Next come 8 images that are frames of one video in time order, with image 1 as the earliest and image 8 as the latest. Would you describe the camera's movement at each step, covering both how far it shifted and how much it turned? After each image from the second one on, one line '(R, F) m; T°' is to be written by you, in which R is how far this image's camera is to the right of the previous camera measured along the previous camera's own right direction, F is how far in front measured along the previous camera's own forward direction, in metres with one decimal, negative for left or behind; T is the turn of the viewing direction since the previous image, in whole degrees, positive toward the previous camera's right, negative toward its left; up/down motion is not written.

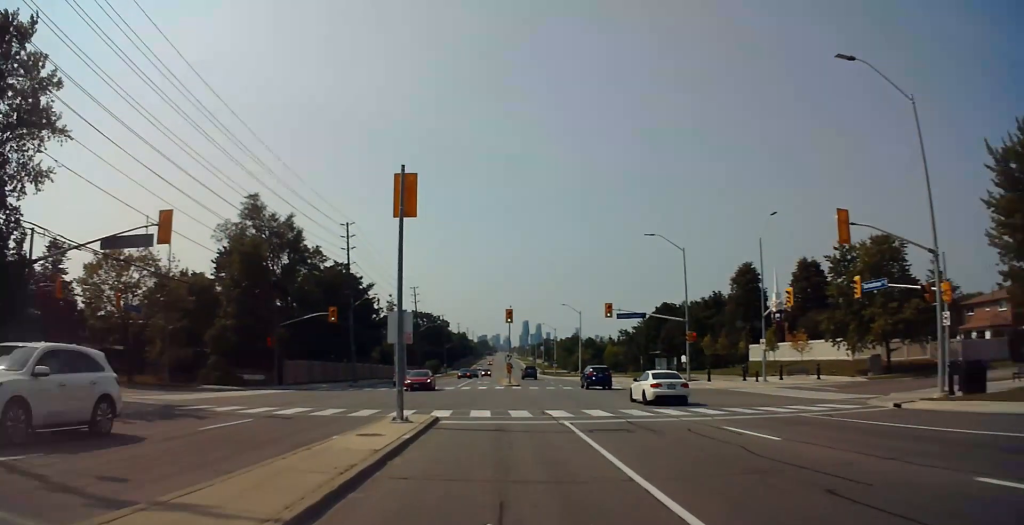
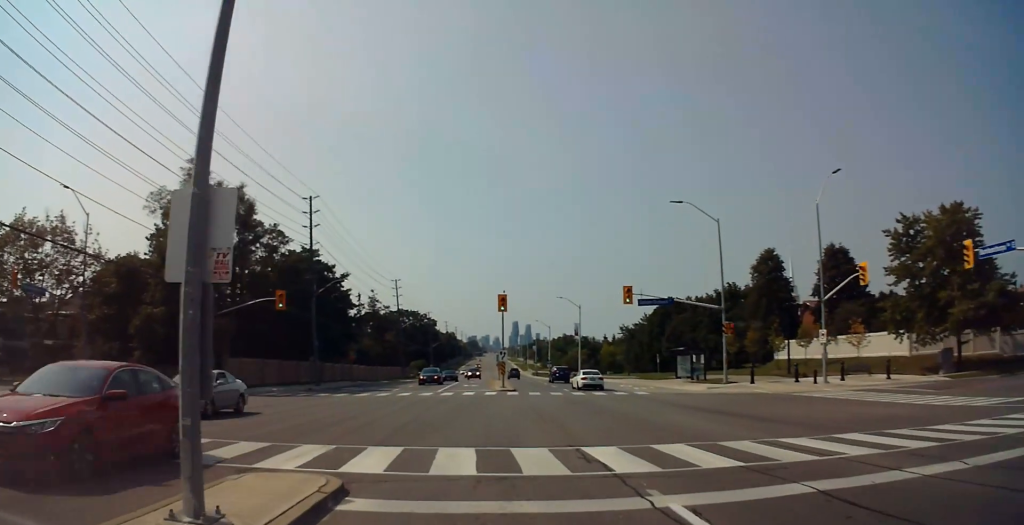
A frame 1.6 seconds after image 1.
(-0.1, +14.2) m; +1°
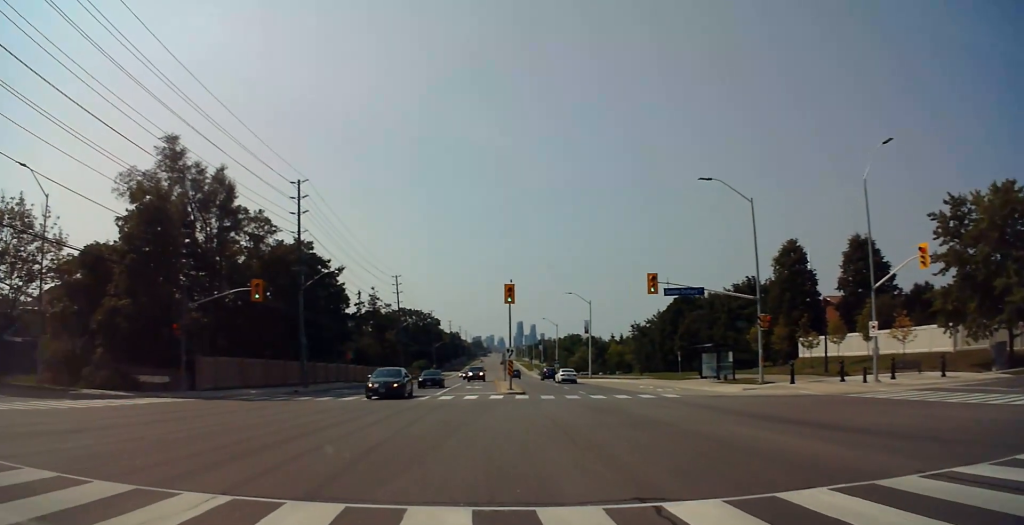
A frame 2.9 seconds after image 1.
(-0.1, +7.6) m; +1°
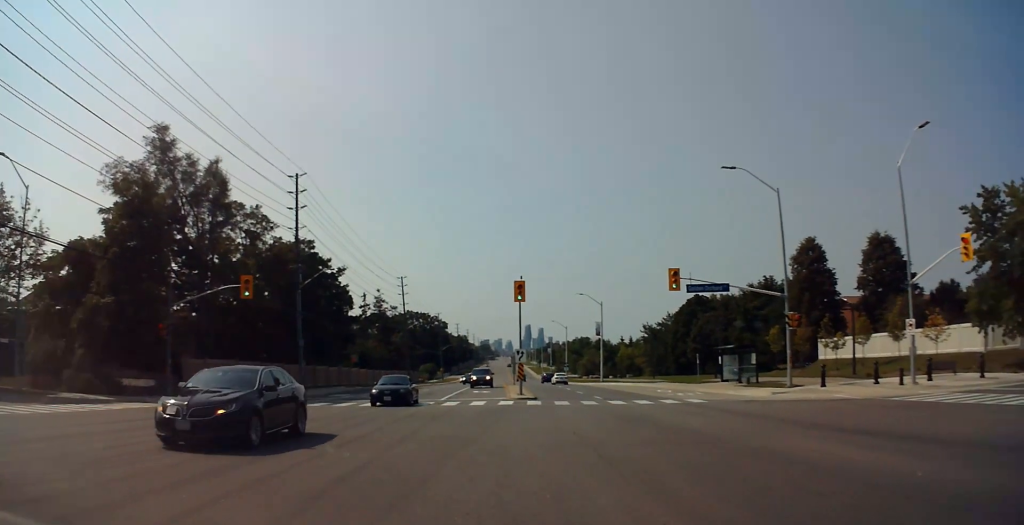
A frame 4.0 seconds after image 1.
(+0.3, +4.2) m; +2°
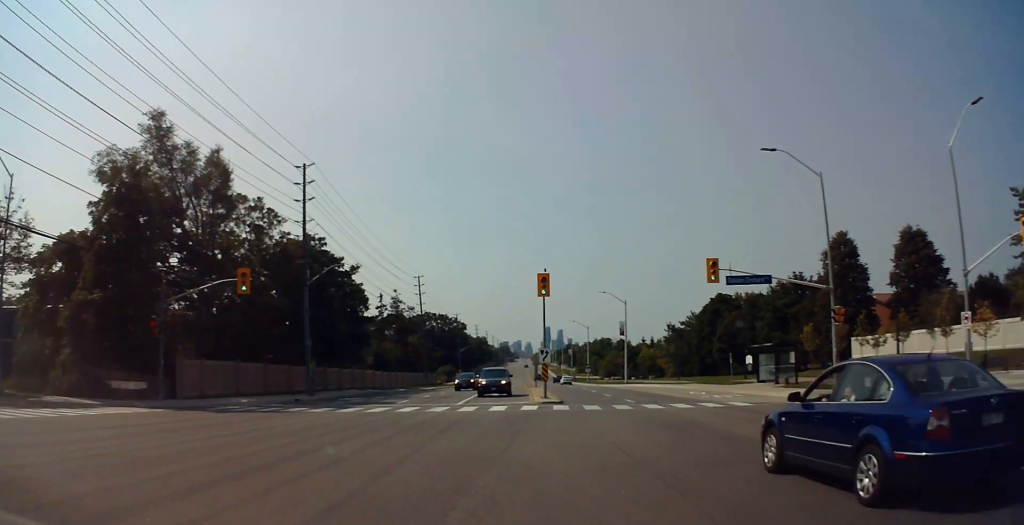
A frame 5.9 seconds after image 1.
(-0.4, +4.4) m; -5°
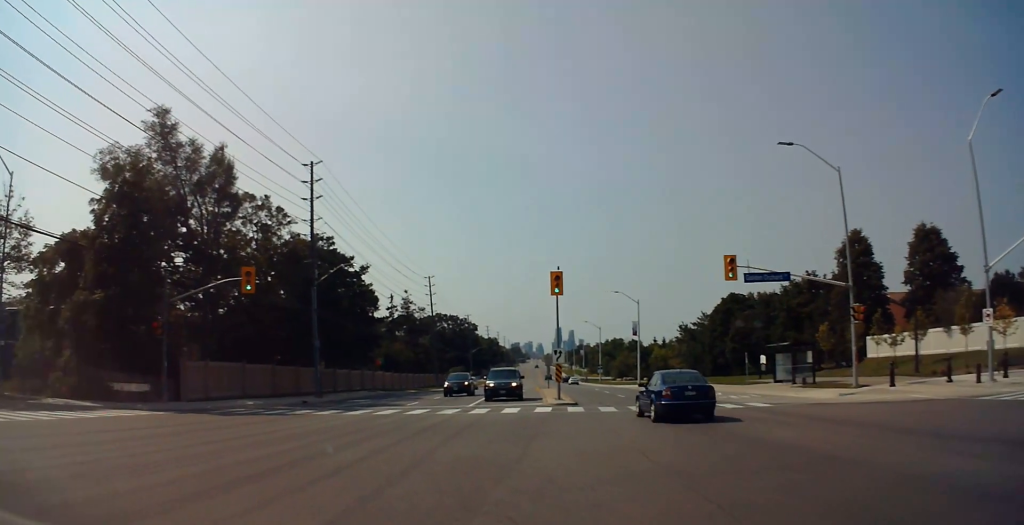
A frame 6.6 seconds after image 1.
(0.0, +1.1) m; 0°
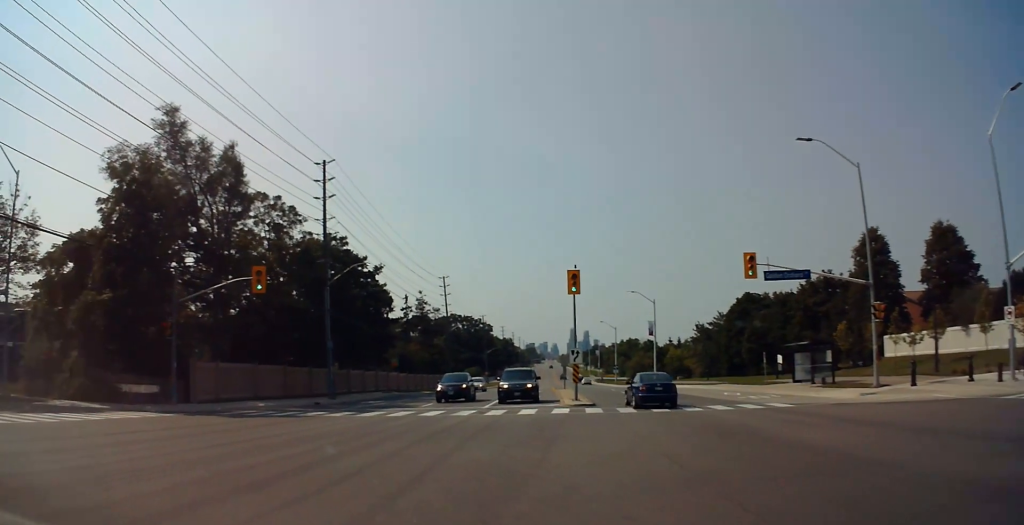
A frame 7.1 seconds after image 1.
(0.0, +0.6) m; 0°
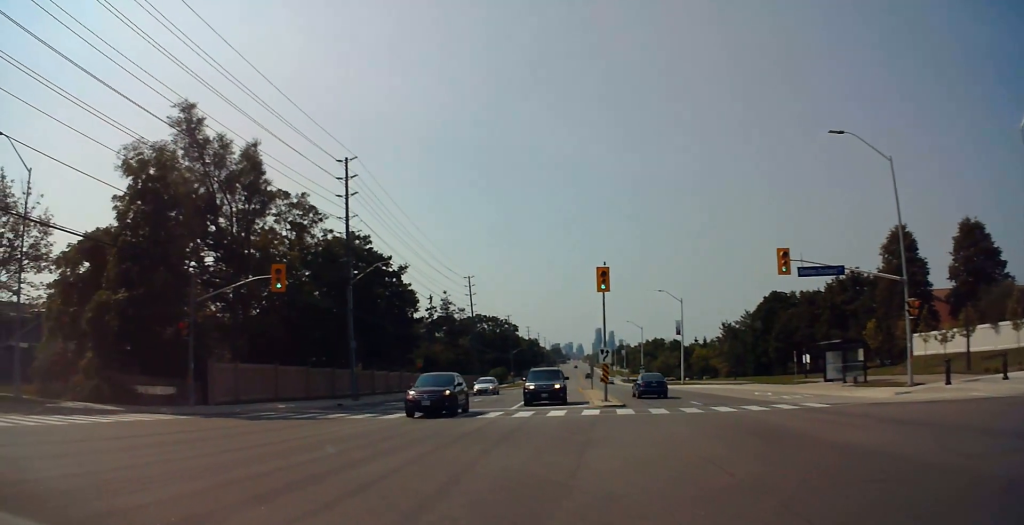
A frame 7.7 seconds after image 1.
(0.0, +0.6) m; 0°
